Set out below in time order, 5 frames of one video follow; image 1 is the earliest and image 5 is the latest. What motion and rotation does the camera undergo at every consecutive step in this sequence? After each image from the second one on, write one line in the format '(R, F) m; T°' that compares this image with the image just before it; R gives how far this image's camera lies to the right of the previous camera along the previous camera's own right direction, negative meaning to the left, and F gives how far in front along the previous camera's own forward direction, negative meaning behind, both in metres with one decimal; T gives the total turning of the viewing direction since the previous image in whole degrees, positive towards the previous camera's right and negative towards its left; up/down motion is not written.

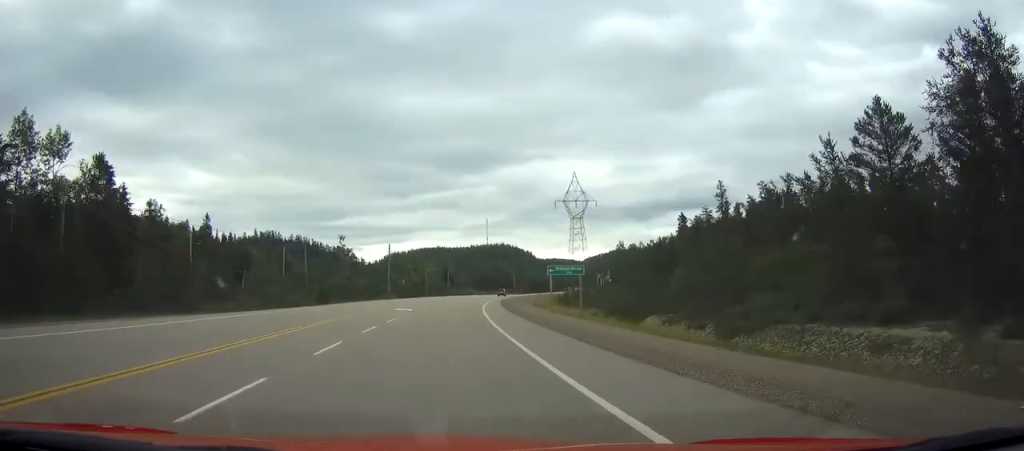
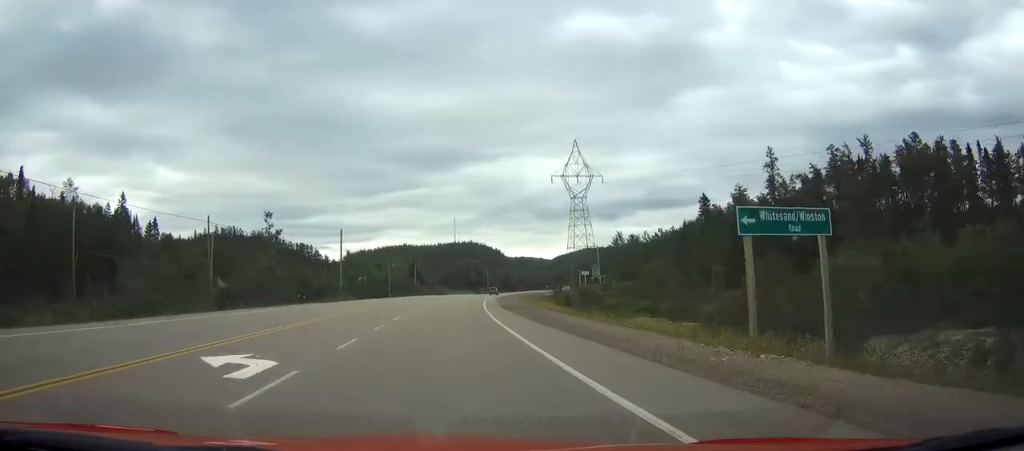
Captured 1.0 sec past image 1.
(+0.7, +31.5) m; +3°
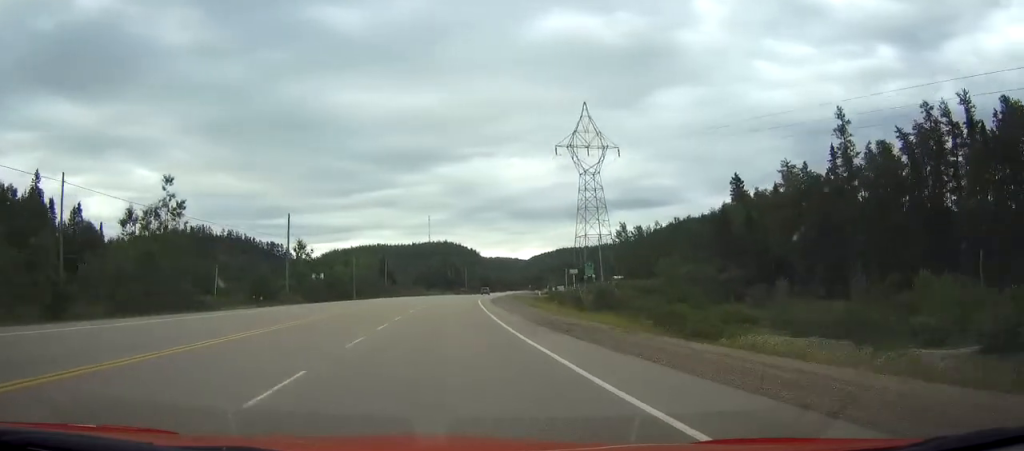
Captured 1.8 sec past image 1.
(+0.6, +25.2) m; +2°
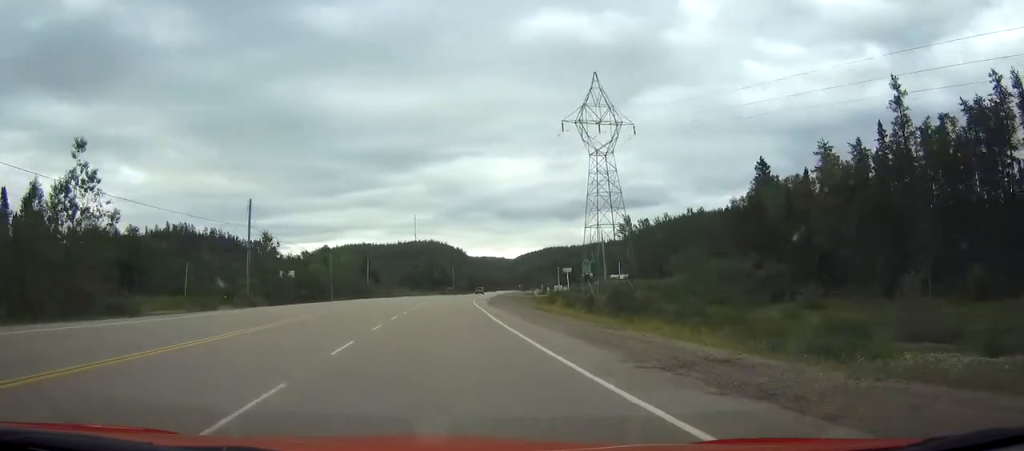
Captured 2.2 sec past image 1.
(+0.2, +13.7) m; +1°
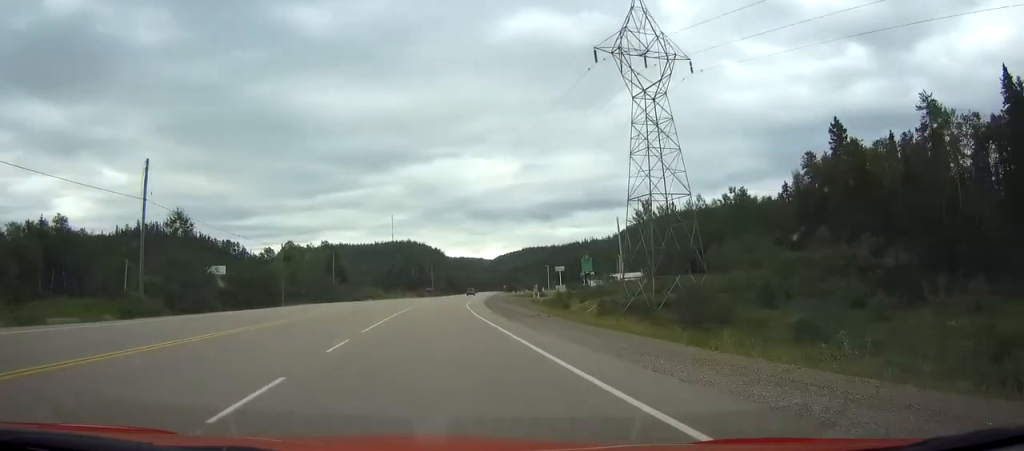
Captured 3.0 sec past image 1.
(+0.4, +25.3) m; +2°
